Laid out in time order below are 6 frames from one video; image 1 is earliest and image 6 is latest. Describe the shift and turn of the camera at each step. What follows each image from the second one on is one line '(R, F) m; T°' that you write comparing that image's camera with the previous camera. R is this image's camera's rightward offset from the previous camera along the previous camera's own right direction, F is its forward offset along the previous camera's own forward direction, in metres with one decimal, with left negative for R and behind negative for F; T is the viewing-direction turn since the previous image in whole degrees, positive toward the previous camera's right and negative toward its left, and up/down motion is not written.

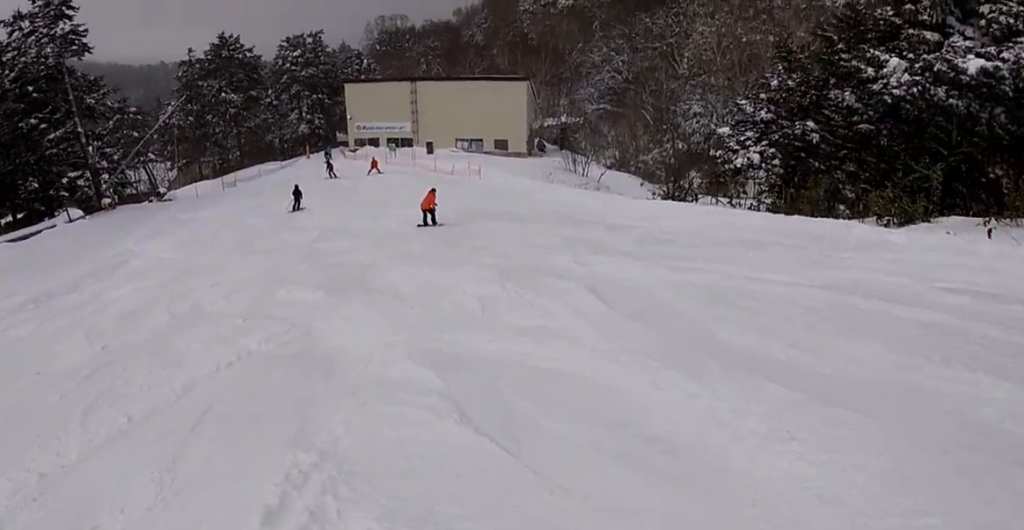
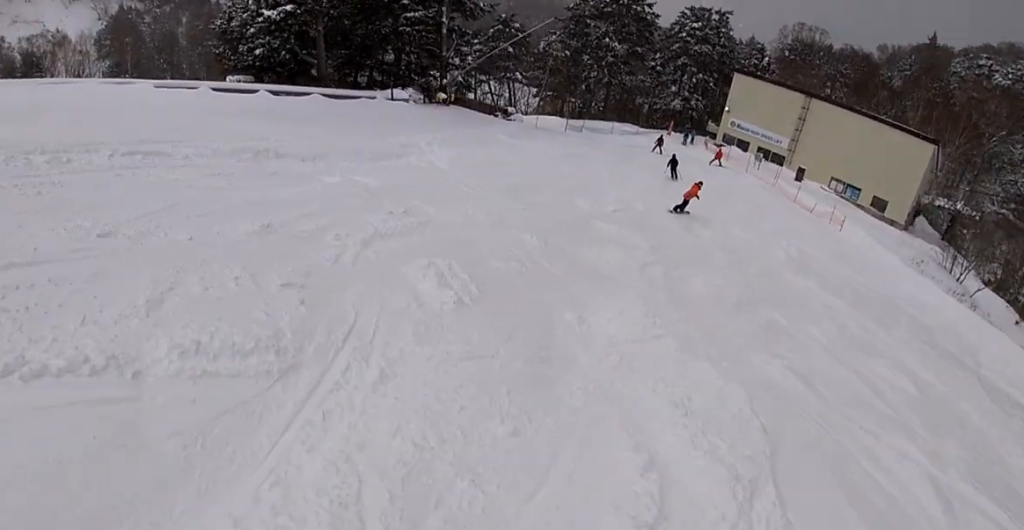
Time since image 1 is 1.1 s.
(-1.4, +4.7) m; -26°
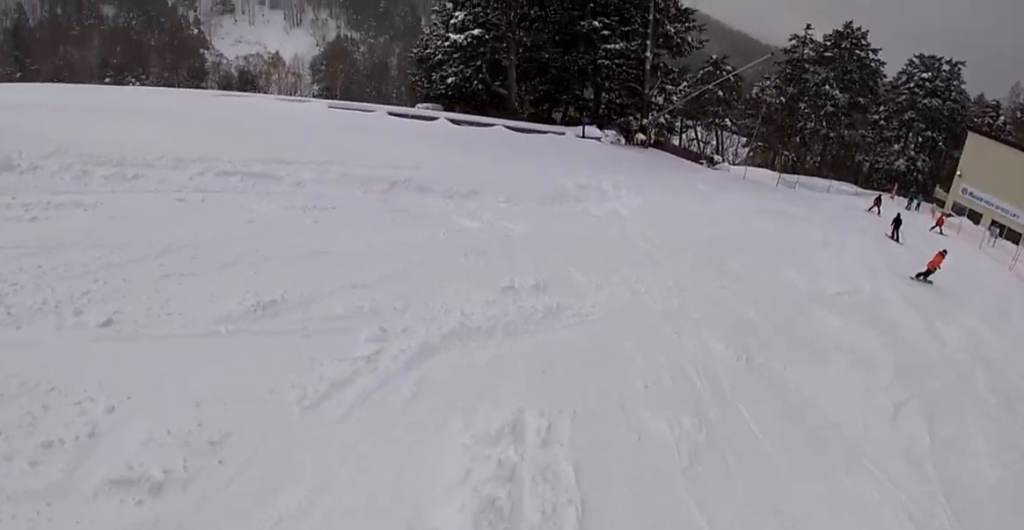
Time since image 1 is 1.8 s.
(-0.4, +3.6) m; +2°
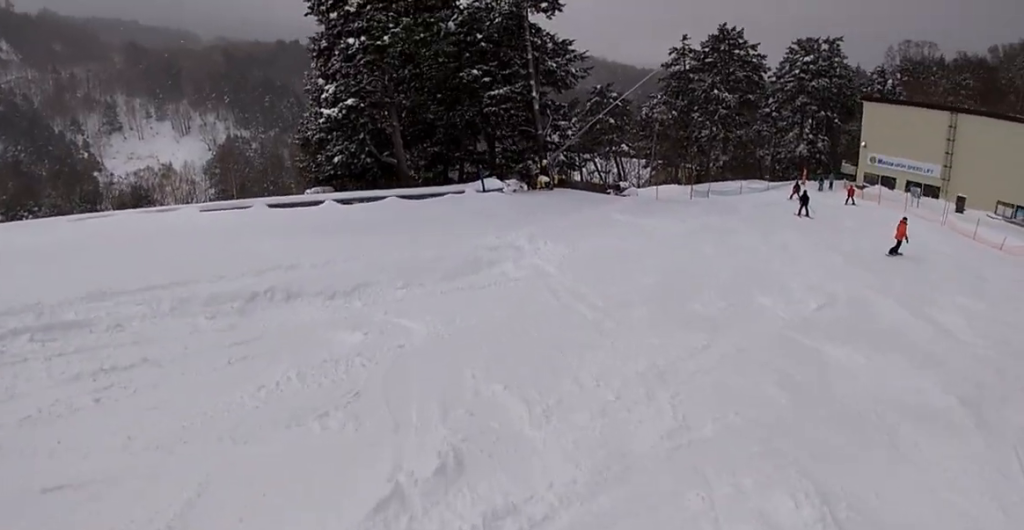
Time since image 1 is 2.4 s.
(0.0, +3.0) m; +6°
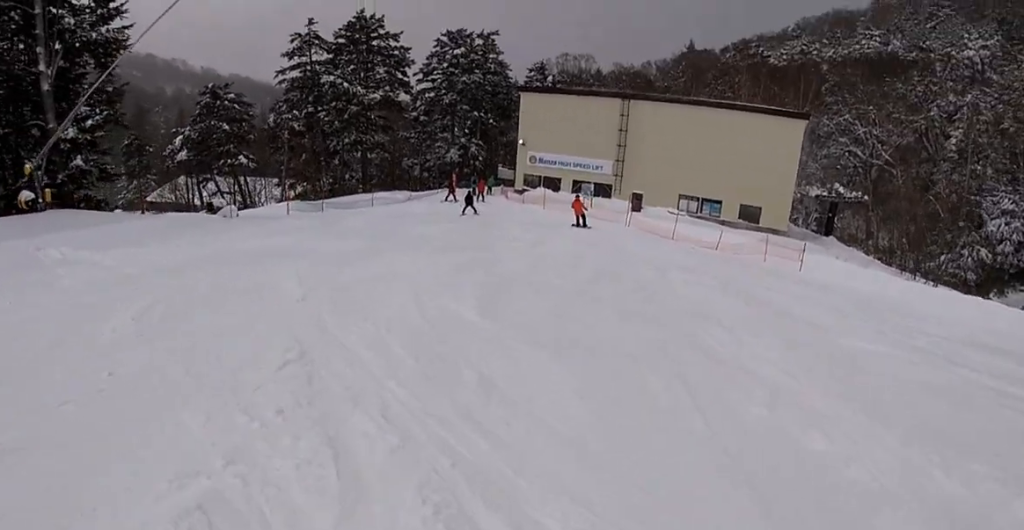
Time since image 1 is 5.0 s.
(+3.8, +13.4) m; +5°
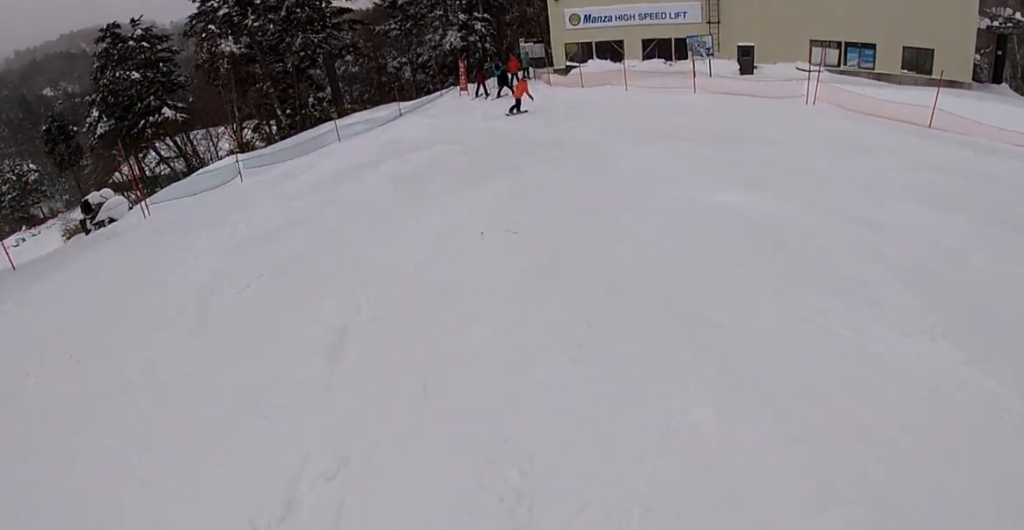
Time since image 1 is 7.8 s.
(-0.2, +15.0) m; +9°
